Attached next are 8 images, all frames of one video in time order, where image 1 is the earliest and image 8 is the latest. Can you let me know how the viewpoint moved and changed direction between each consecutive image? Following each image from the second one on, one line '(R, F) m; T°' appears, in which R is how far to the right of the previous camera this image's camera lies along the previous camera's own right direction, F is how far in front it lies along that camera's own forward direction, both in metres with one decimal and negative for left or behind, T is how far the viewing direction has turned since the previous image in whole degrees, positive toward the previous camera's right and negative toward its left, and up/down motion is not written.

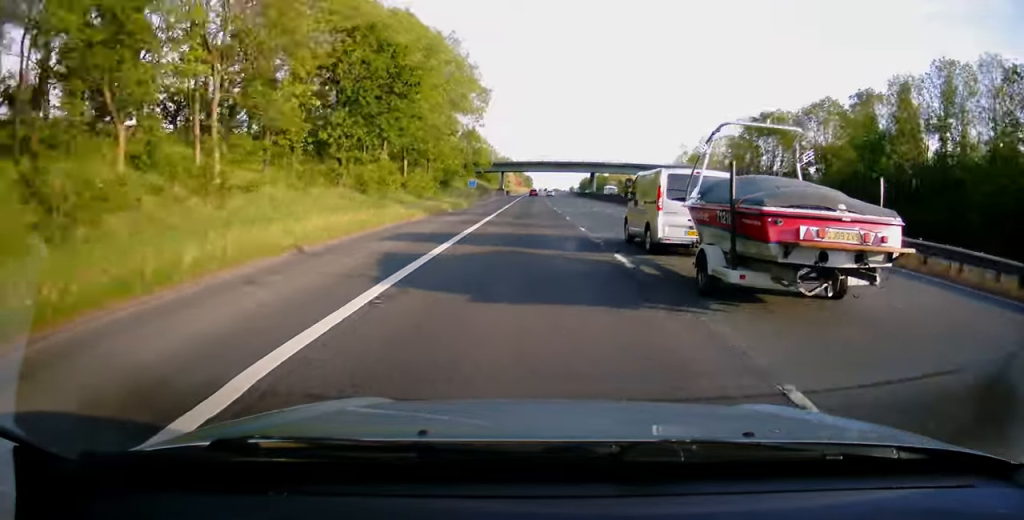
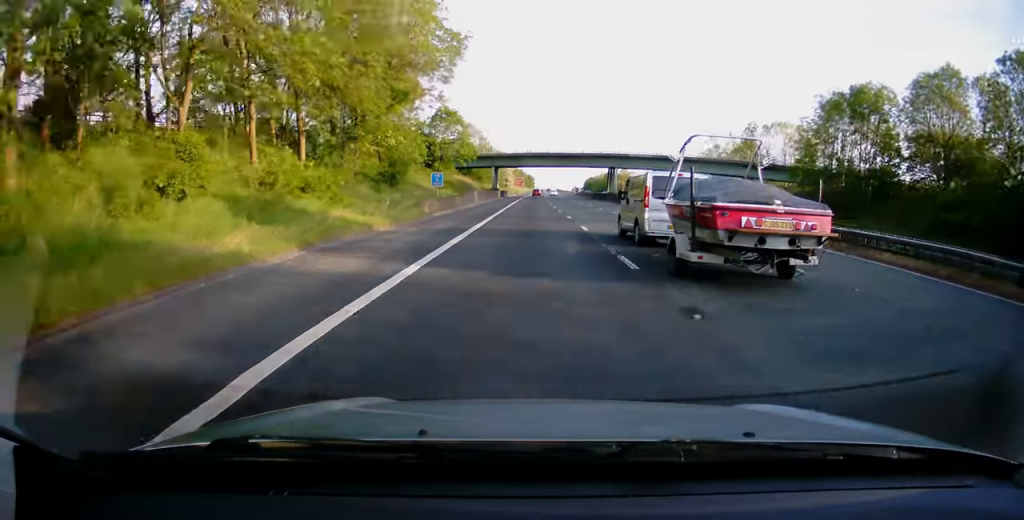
(+0.1, +27.3) m; 0°
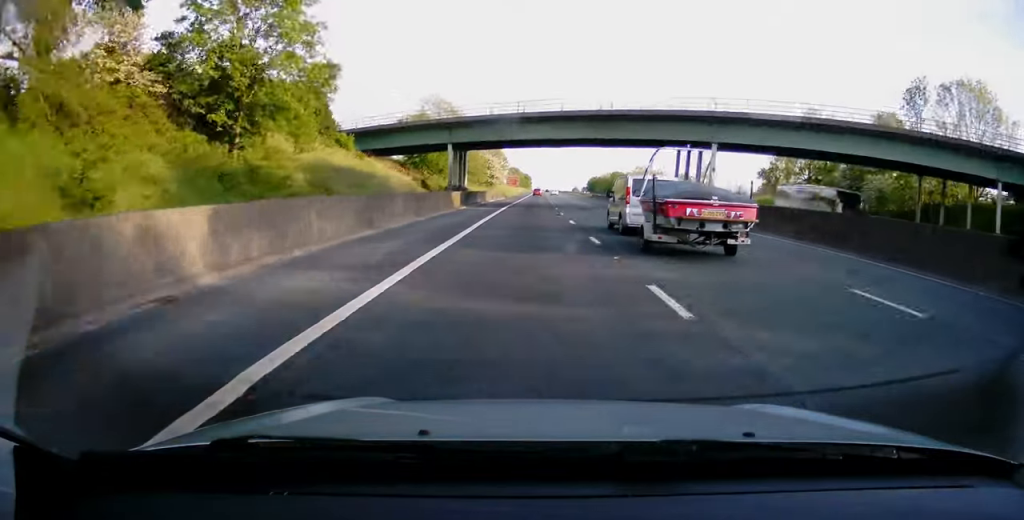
(-0.4, +49.2) m; 0°
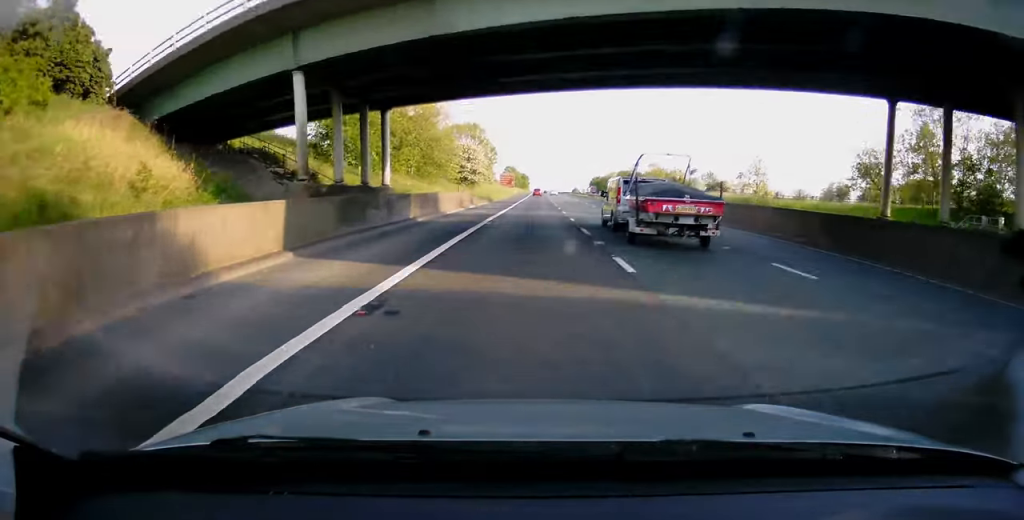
(+0.4, +32.4) m; +1°
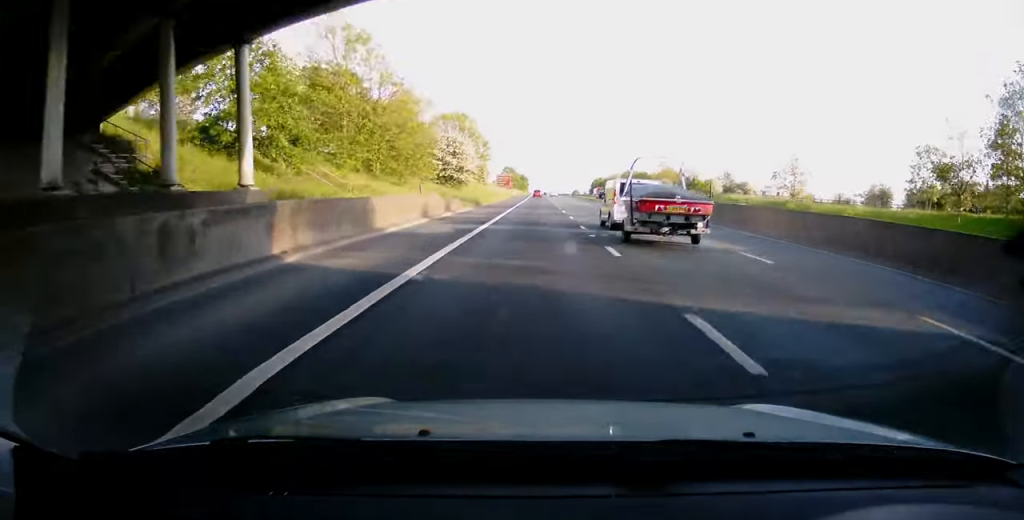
(0.0, +14.7) m; 0°
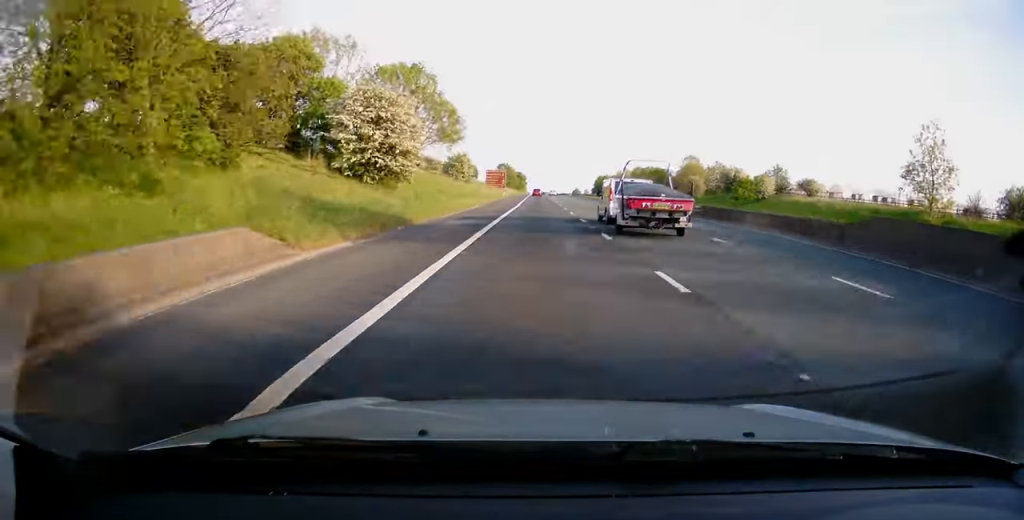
(0.0, +32.5) m; 0°
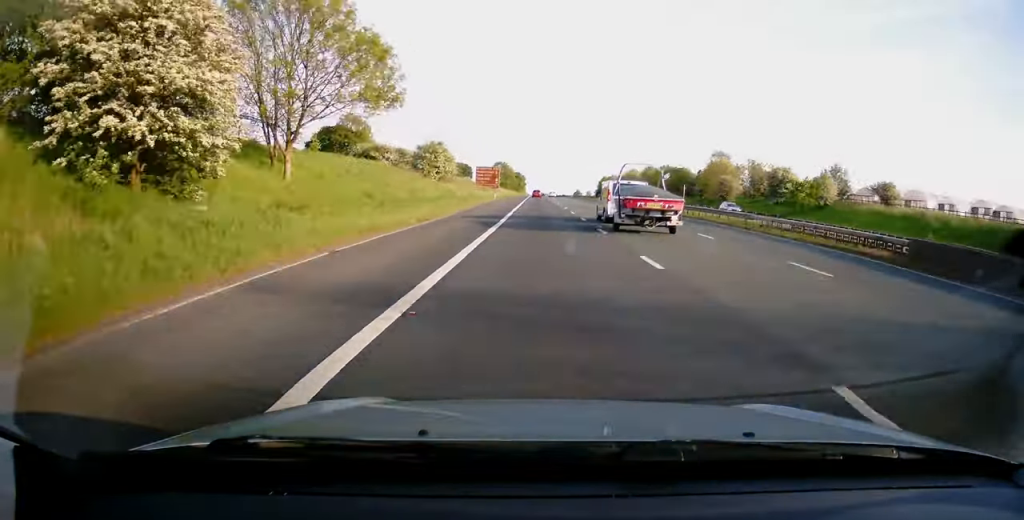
(-0.1, +23.9) m; 0°
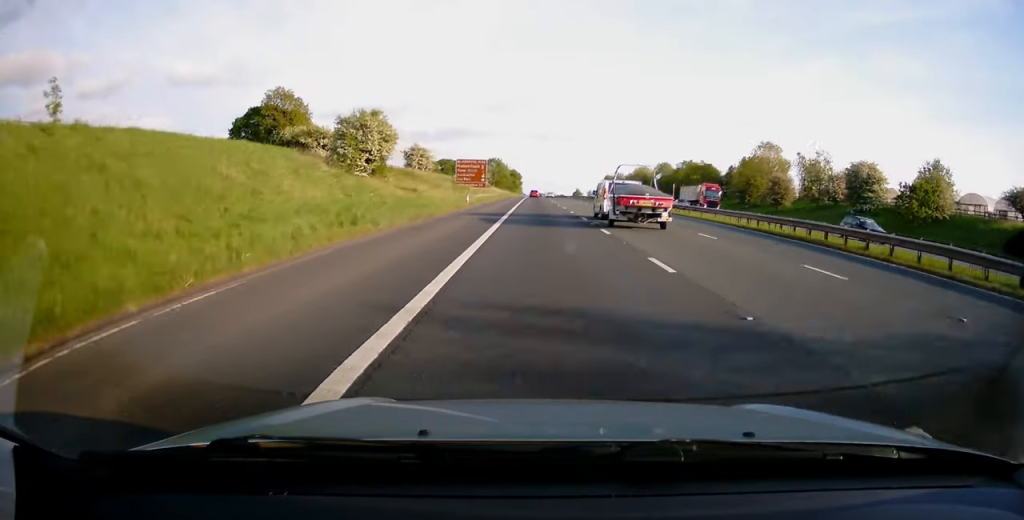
(0.0, +27.0) m; 0°
